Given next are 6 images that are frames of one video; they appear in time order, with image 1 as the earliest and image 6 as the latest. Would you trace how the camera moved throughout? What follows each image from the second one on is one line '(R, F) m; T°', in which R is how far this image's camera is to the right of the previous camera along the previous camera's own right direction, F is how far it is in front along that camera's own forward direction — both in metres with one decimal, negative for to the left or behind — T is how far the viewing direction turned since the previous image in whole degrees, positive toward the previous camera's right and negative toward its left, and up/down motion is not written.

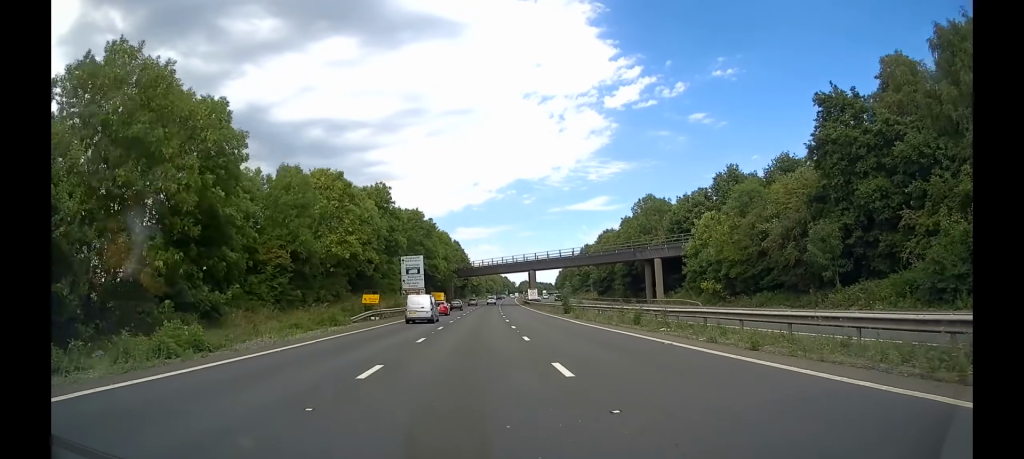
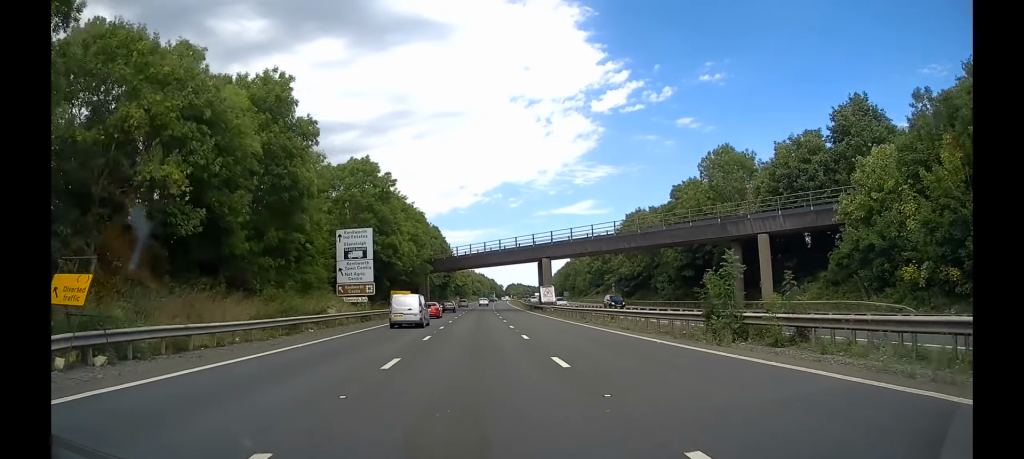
(+0.6, +34.7) m; +1°
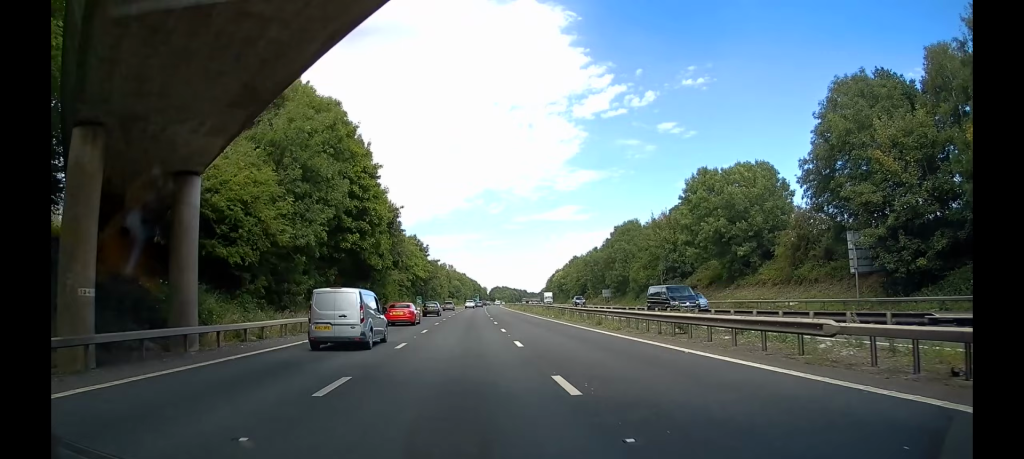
(+0.9, +76.2) m; +2°
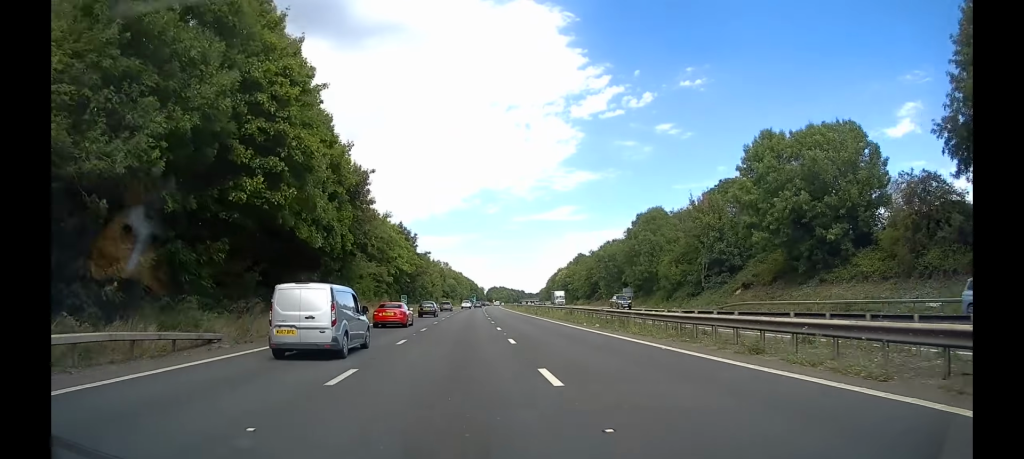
(+0.1, +17.1) m; 0°
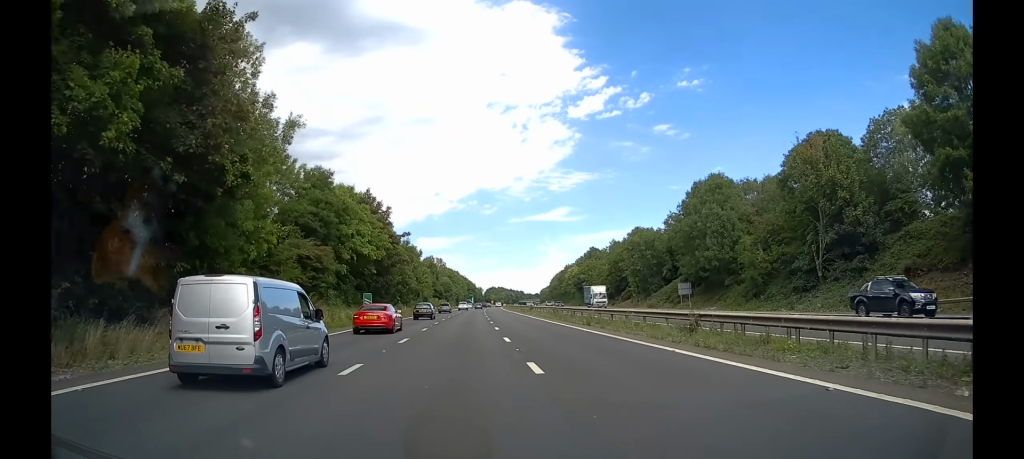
(+0.1, +26.1) m; 0°
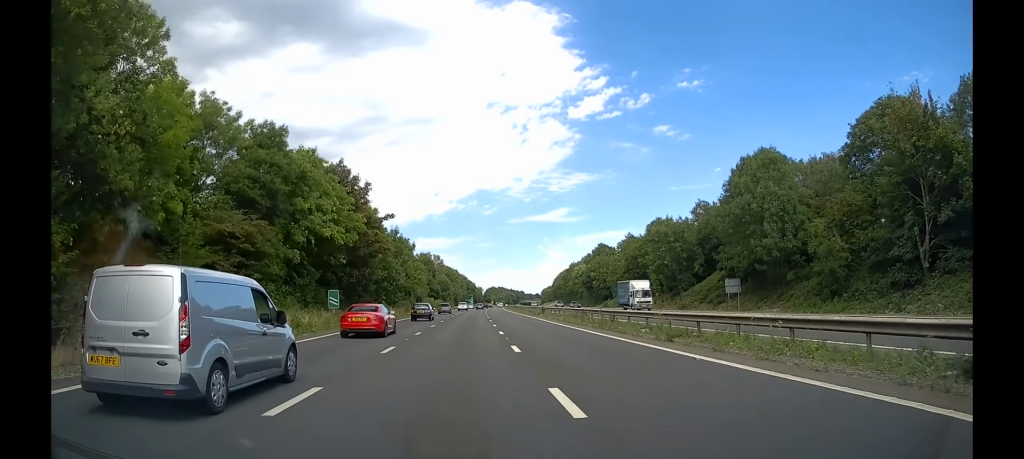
(0.0, +13.1) m; 0°
